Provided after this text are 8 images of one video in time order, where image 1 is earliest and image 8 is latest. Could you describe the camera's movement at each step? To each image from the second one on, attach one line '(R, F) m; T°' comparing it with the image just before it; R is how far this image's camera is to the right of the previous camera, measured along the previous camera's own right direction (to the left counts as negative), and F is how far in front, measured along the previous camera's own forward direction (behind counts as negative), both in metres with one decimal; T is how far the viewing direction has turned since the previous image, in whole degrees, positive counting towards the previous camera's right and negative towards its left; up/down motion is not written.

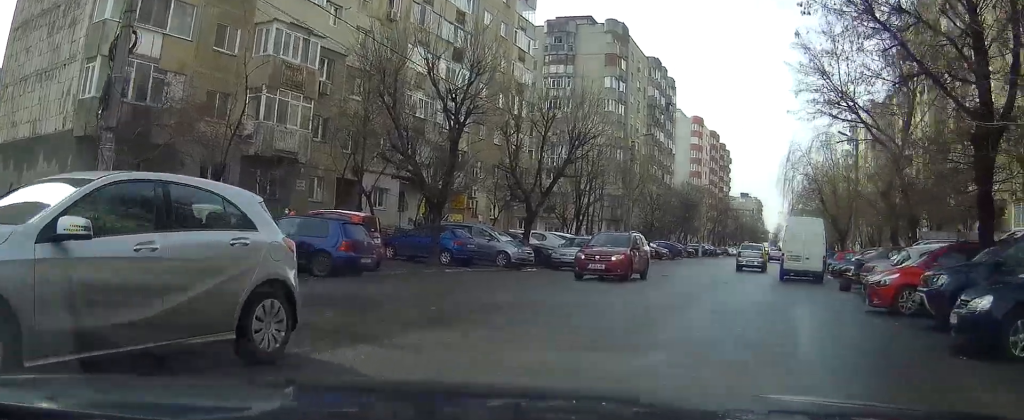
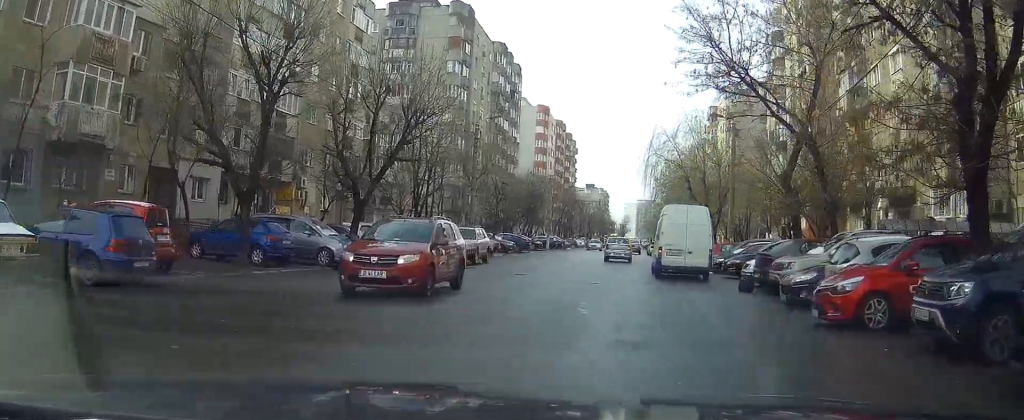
(+0.7, +4.2) m; +11°
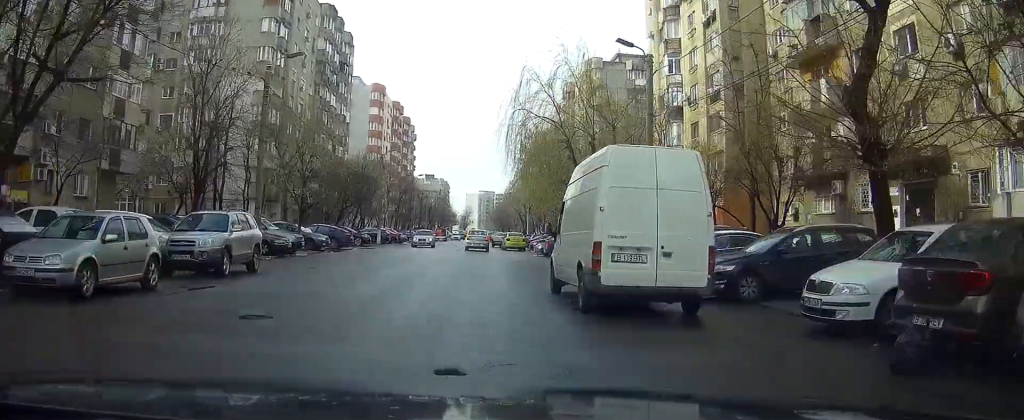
(+1.6, +13.6) m; +7°
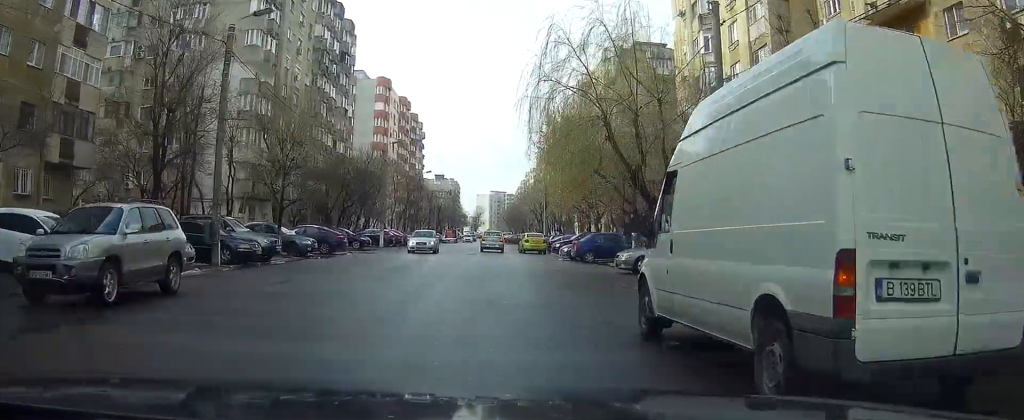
(0.0, +6.5) m; 0°
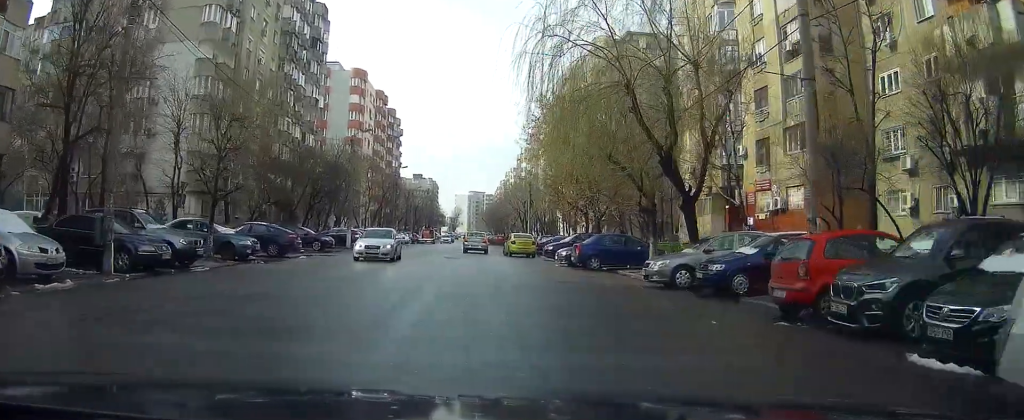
(0.0, +6.6) m; +1°
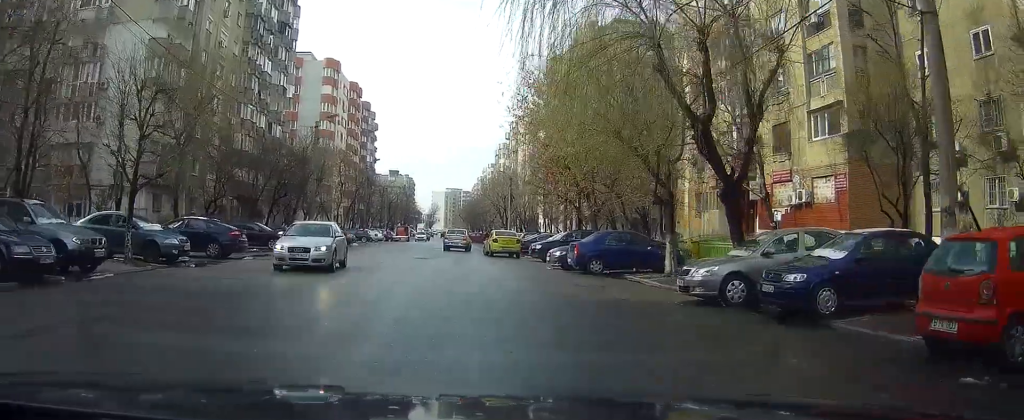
(+0.1, +5.2) m; 0°
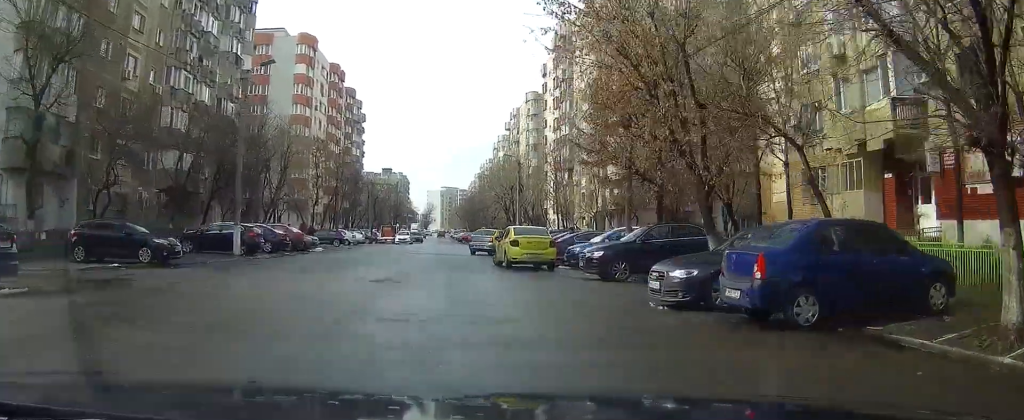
(+0.5, +15.3) m; +6°
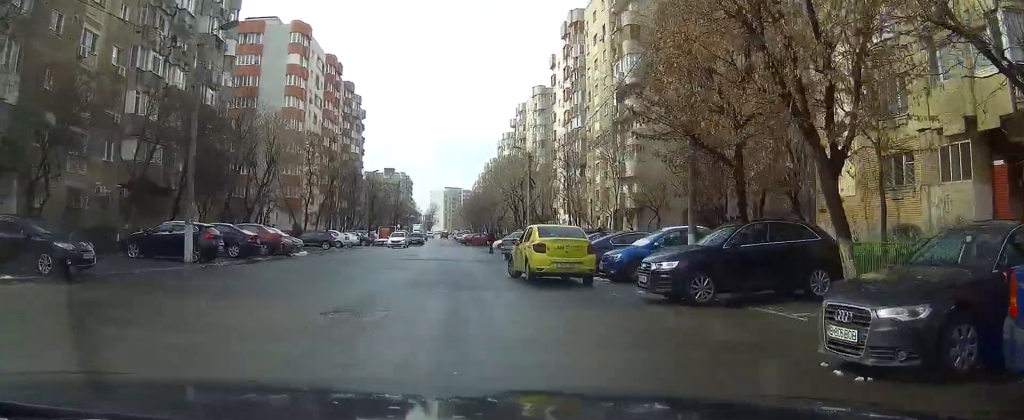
(+0.6, +6.0) m; +1°
